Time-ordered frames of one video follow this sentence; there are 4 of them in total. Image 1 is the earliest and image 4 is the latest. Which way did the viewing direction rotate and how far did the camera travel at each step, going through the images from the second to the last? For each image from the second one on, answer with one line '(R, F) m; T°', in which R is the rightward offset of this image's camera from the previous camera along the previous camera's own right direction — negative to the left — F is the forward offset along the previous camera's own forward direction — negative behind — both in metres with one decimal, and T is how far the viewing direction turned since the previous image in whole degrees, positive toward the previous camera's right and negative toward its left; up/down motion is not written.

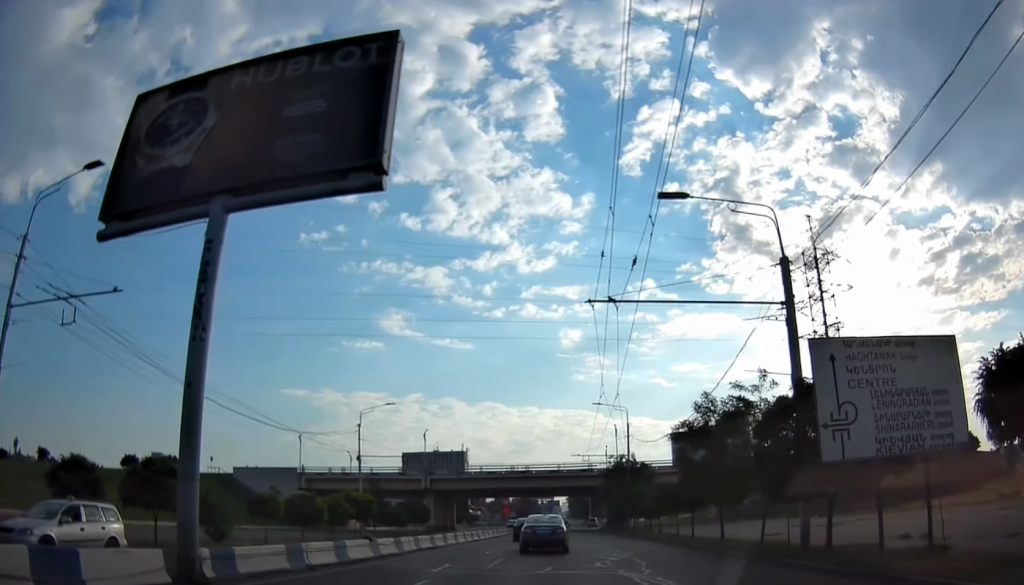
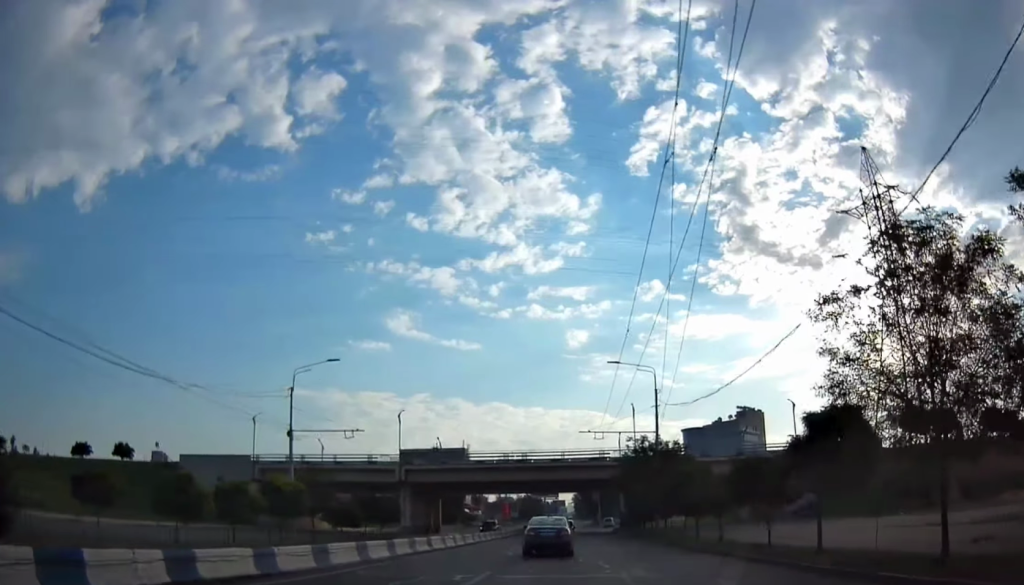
(-0.3, +16.6) m; -1°
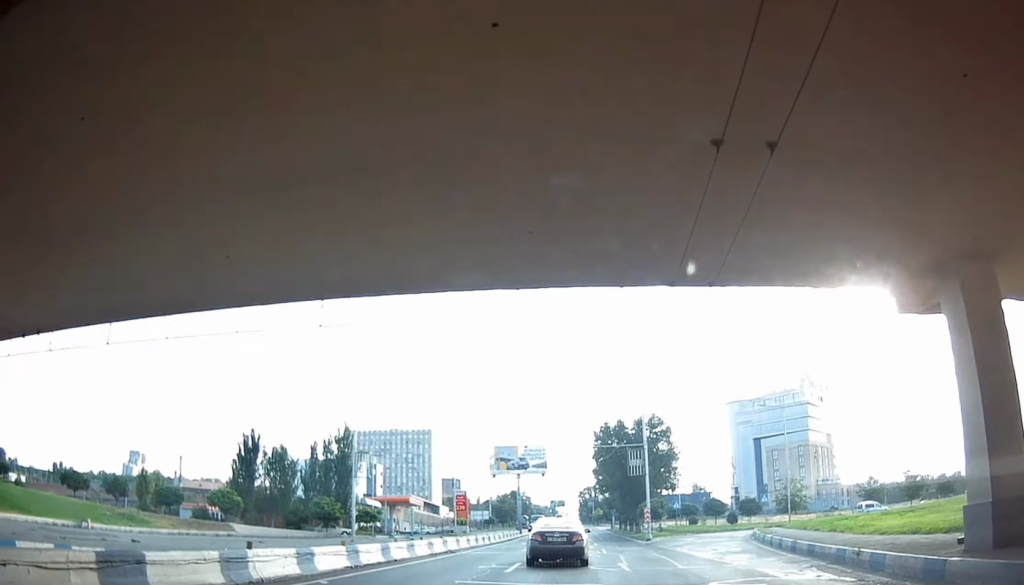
(+1.8, +81.1) m; +2°
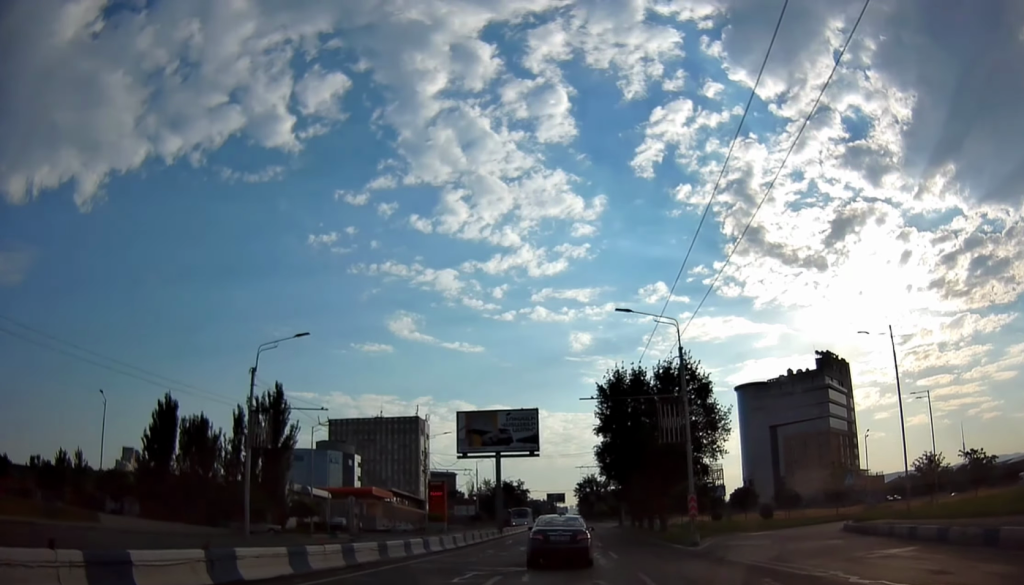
(-0.6, +19.0) m; -5°
